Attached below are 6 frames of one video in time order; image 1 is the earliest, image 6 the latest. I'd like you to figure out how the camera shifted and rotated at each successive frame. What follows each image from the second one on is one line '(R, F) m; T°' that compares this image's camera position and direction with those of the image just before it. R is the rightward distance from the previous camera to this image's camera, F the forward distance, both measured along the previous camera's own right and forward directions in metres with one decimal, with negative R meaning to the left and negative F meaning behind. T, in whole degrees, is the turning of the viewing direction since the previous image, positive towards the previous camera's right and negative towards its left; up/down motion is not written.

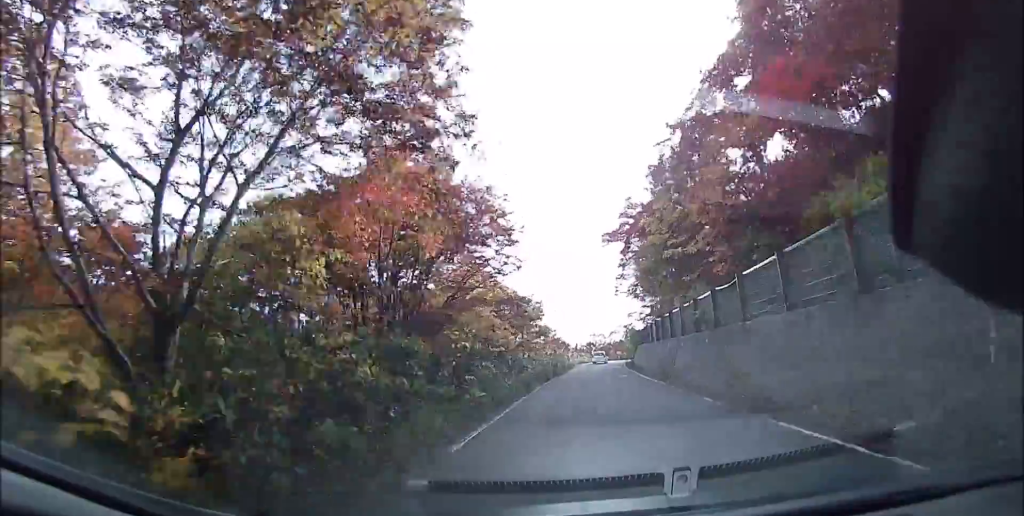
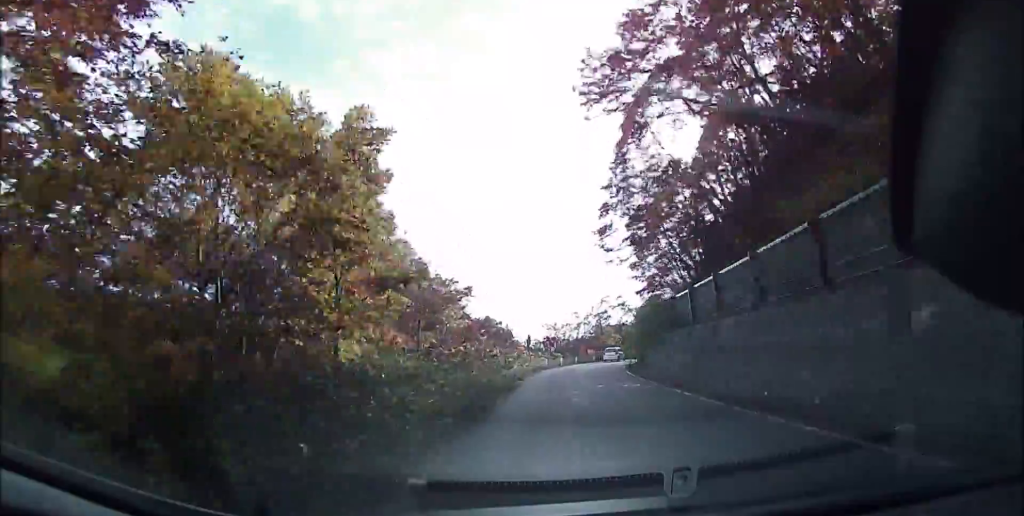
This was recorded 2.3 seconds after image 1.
(-2.9, +27.1) m; -5°
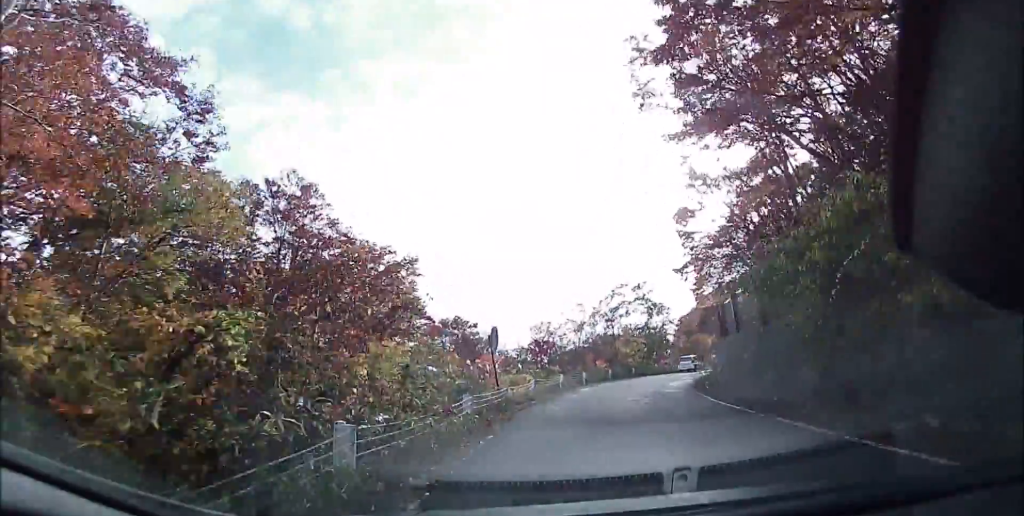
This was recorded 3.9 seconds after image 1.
(+2.1, +20.0) m; +10°
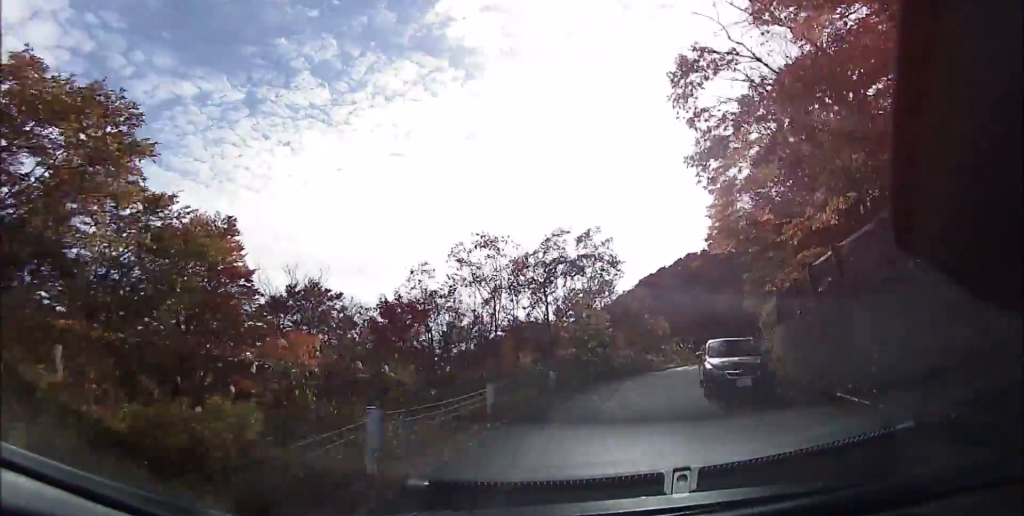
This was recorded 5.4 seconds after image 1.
(+2.1, +19.9) m; +14°
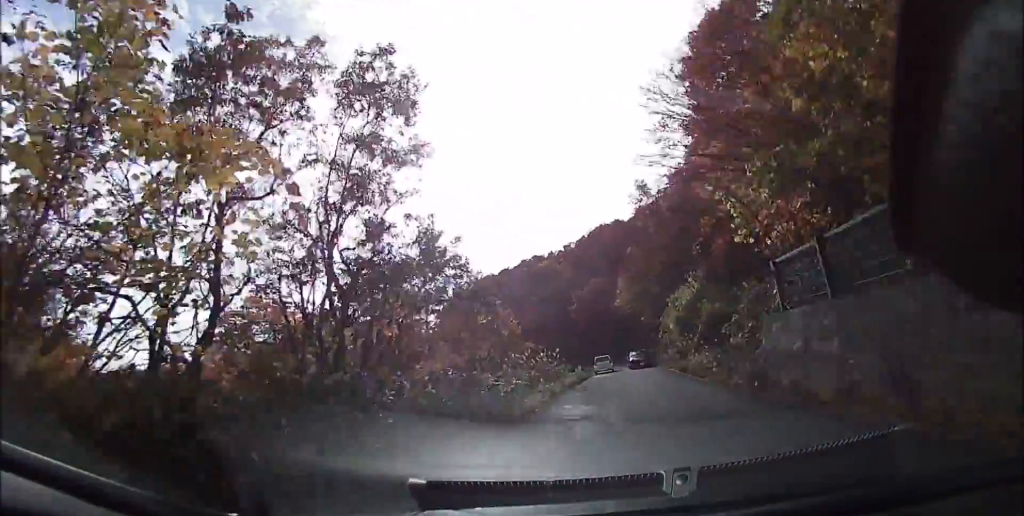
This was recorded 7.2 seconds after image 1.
(+3.1, +20.4) m; +14°
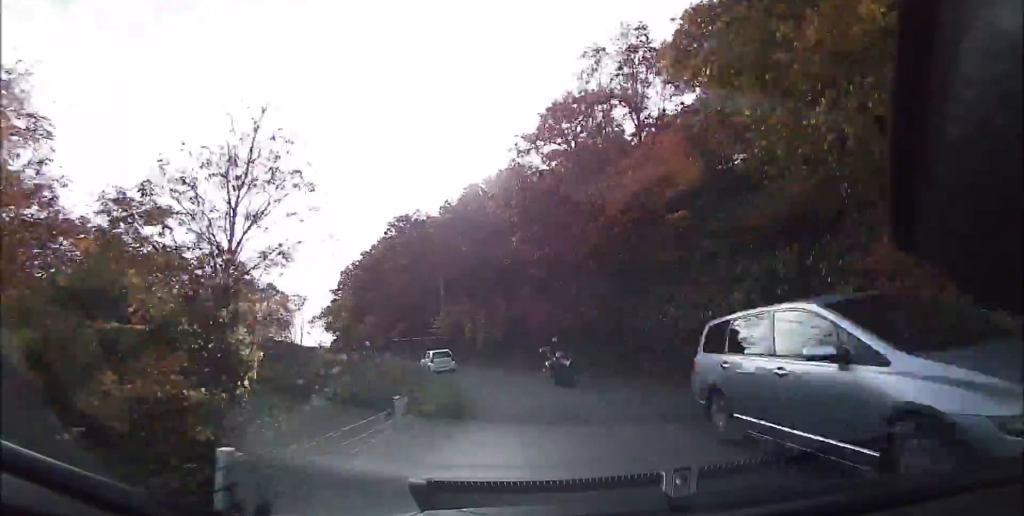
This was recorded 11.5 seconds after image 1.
(+5.0, +47.4) m; +5°
